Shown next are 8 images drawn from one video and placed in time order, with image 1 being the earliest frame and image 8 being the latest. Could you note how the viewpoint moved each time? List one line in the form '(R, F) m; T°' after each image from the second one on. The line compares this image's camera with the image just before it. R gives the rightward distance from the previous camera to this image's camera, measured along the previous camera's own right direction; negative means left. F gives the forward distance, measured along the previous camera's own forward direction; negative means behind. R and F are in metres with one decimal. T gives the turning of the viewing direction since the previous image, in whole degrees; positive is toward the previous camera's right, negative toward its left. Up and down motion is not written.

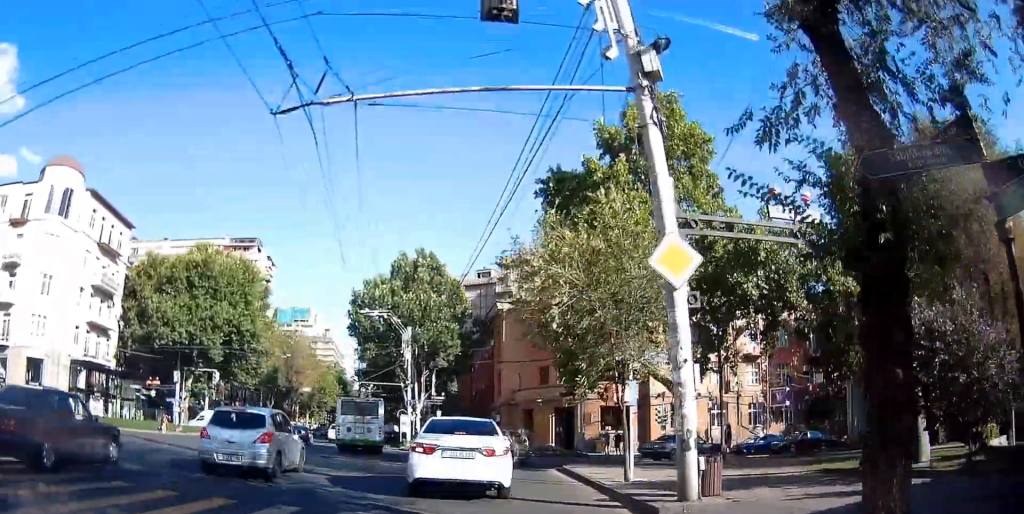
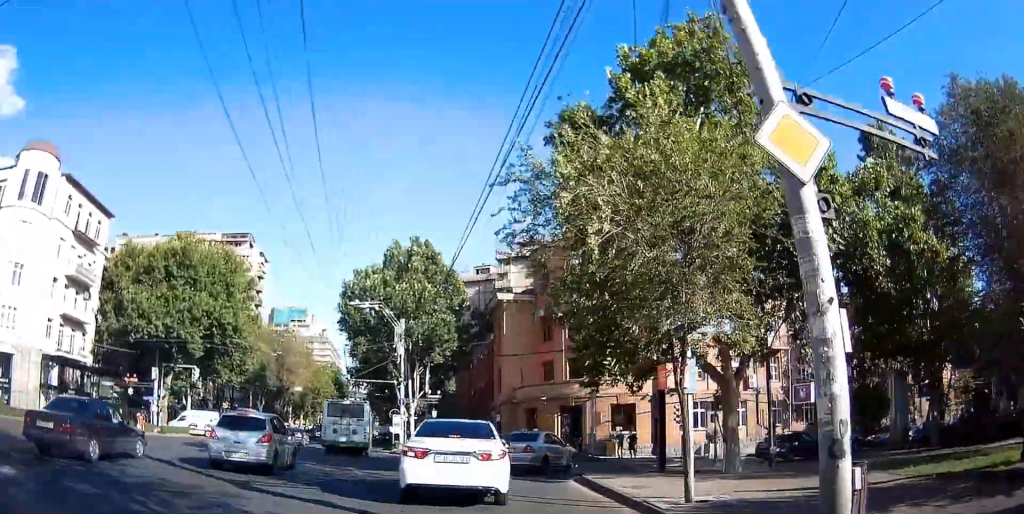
(0.0, +4.6) m; 0°
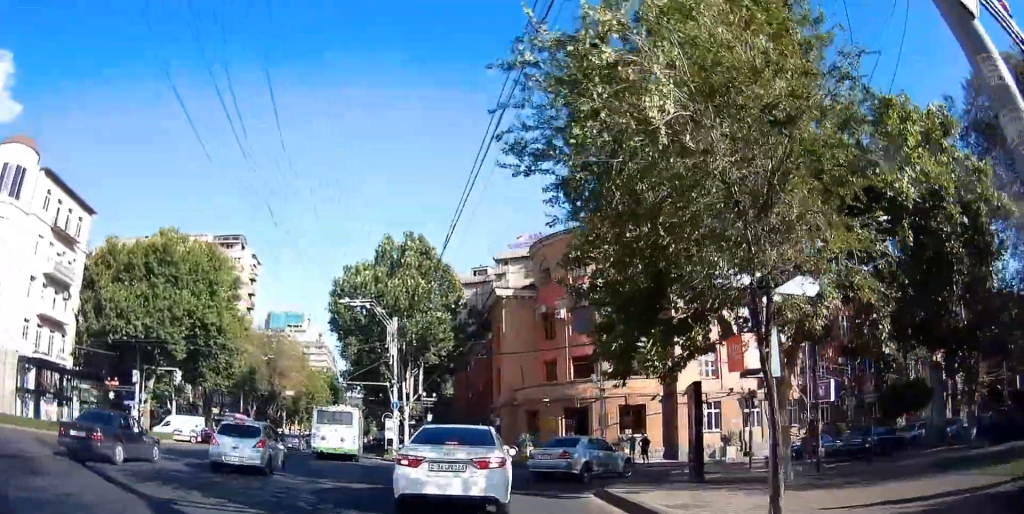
(0.0, +3.5) m; +1°
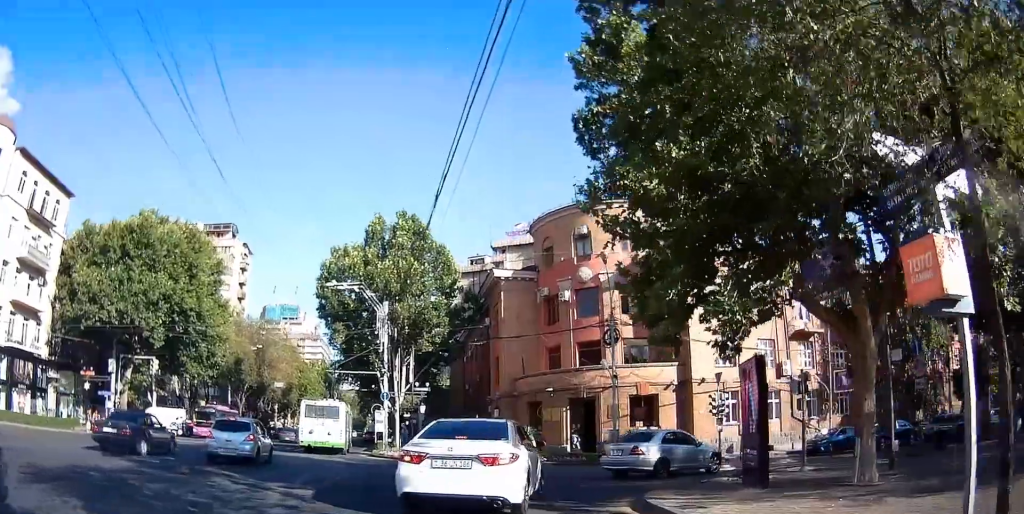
(-0.1, +4.1) m; +3°
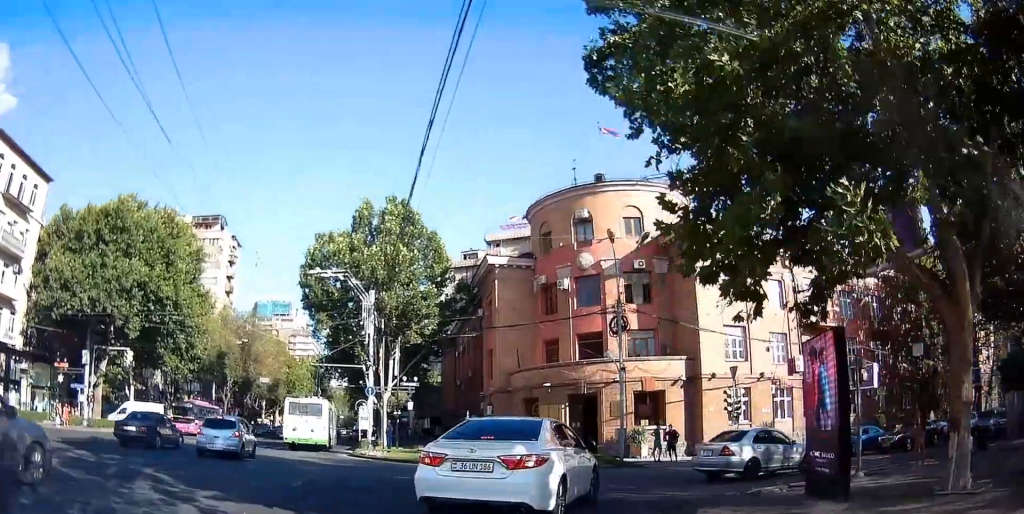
(+0.2, +3.7) m; +7°
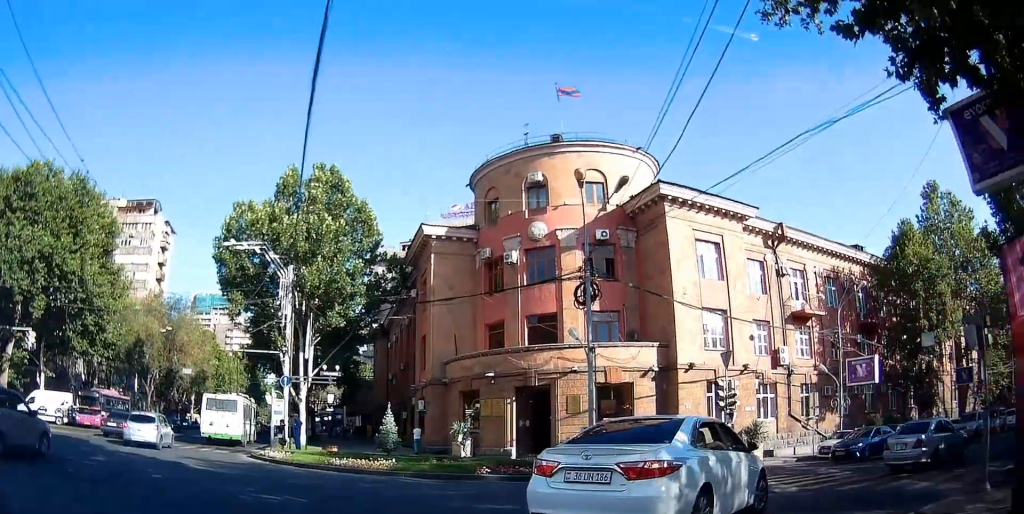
(+0.9, +6.8) m; +11°
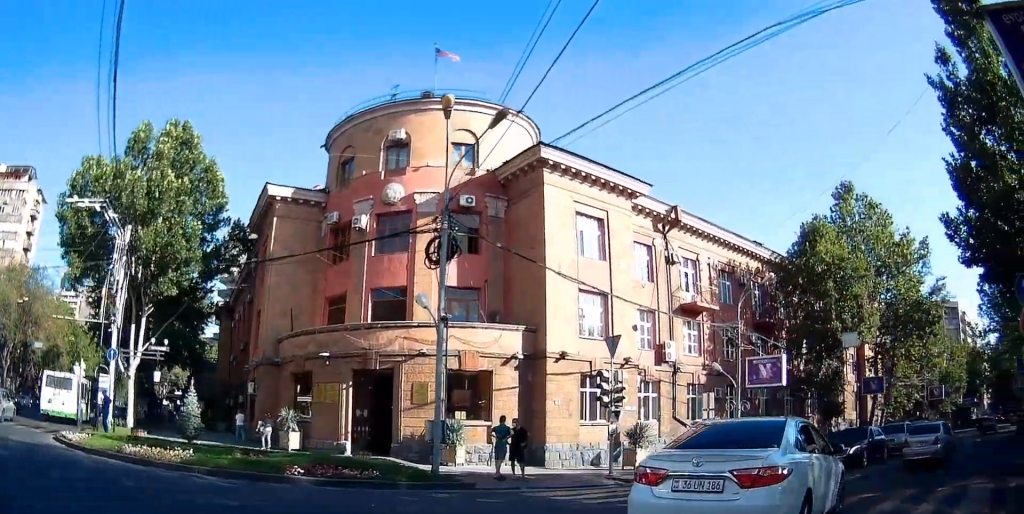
(0.0, +4.7) m; +5°
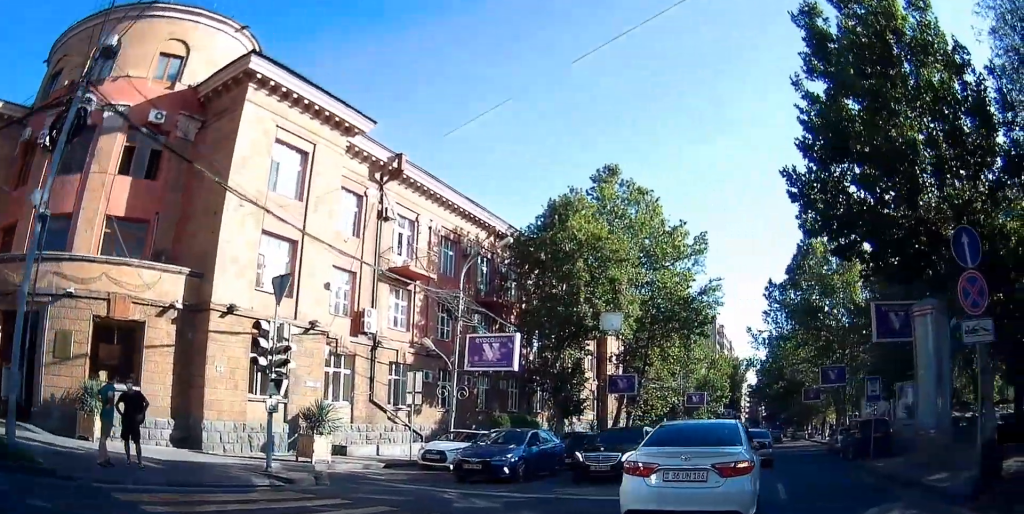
(+0.6, +5.8) m; +23°
